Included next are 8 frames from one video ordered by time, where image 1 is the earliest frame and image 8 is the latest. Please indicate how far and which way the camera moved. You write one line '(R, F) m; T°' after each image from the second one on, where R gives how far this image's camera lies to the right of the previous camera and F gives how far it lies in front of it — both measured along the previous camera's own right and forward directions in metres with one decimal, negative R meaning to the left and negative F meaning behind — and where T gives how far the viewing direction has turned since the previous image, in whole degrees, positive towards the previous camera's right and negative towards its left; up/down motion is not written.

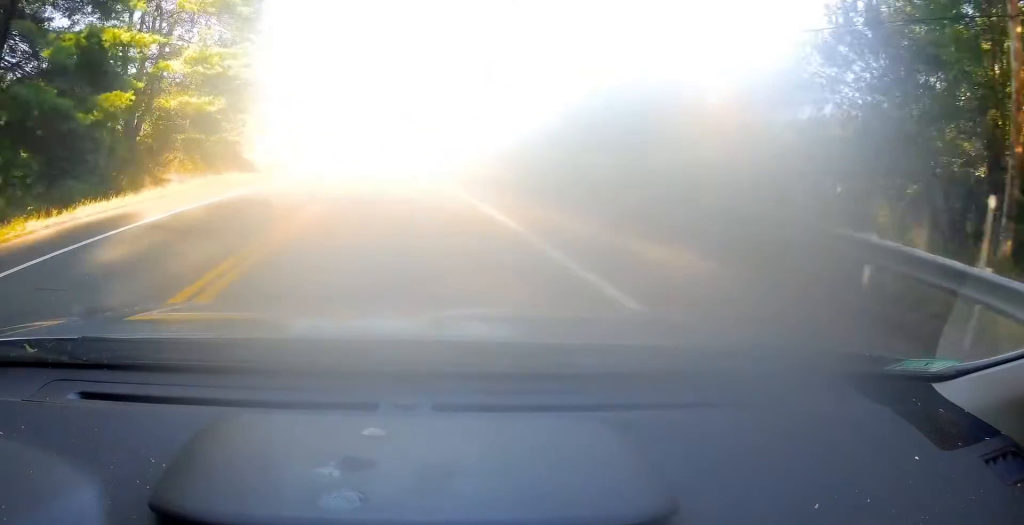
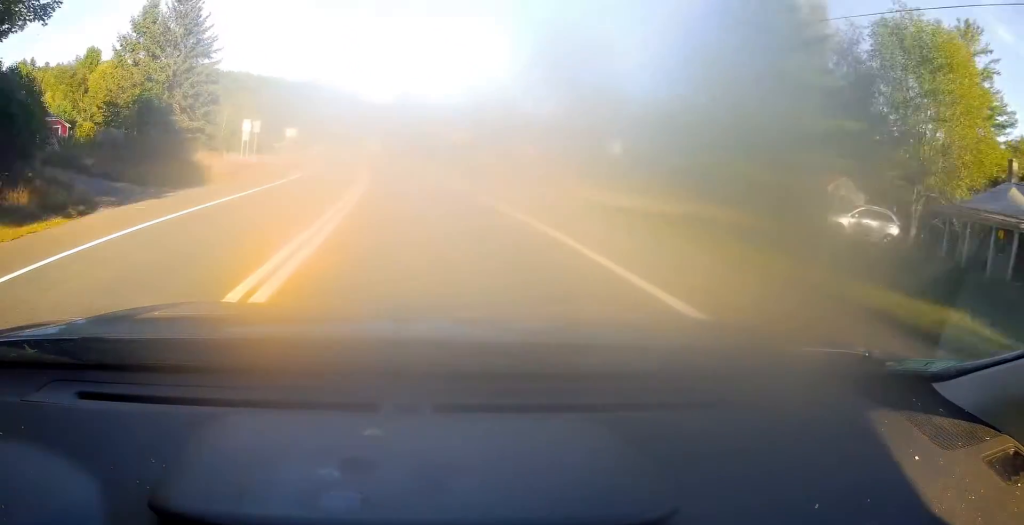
(-1.1, +30.1) m; -6°
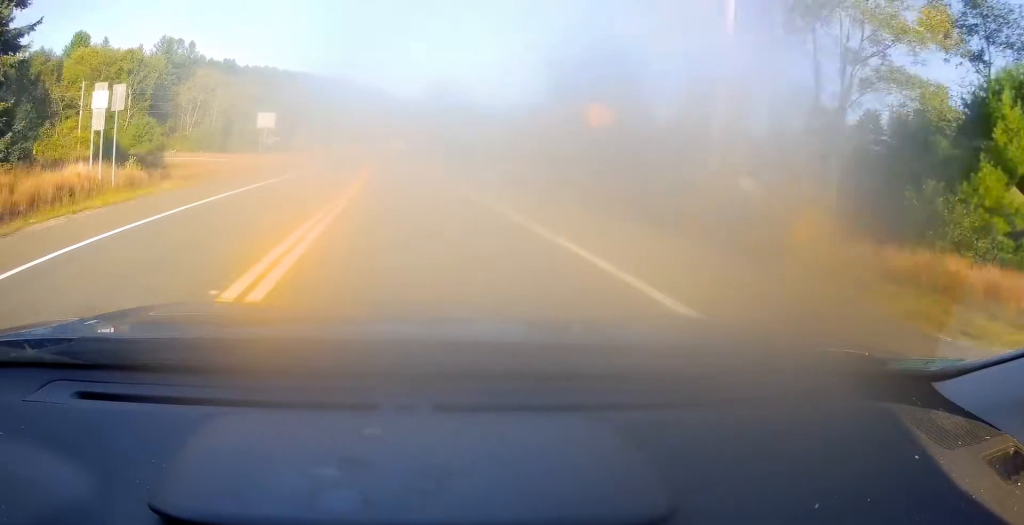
(-1.8, +27.5) m; -6°
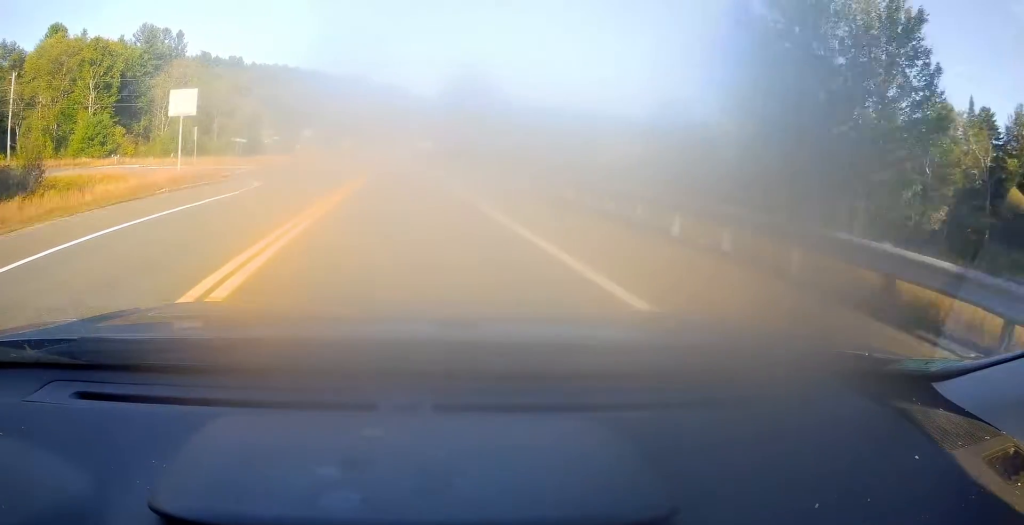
(-0.3, +21.2) m; 0°
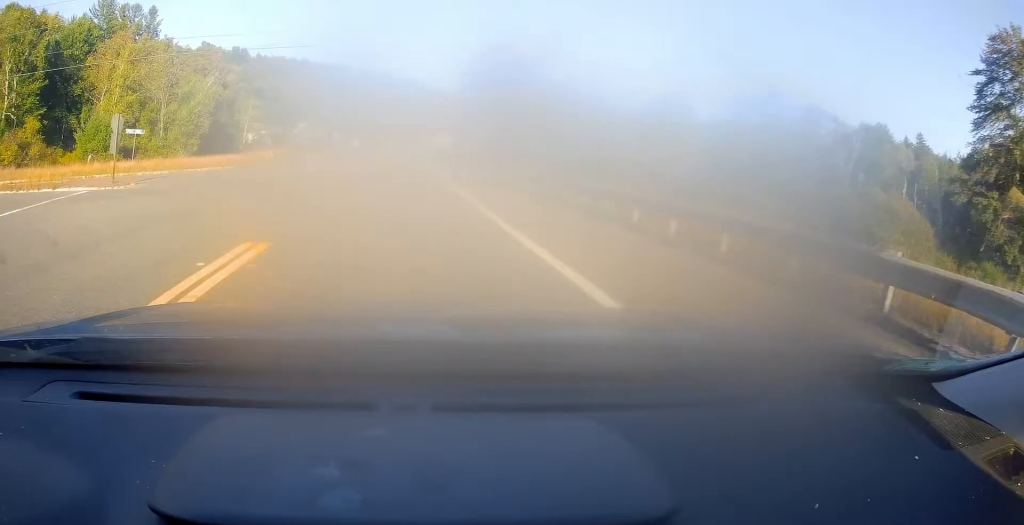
(+0.1, +26.9) m; -1°
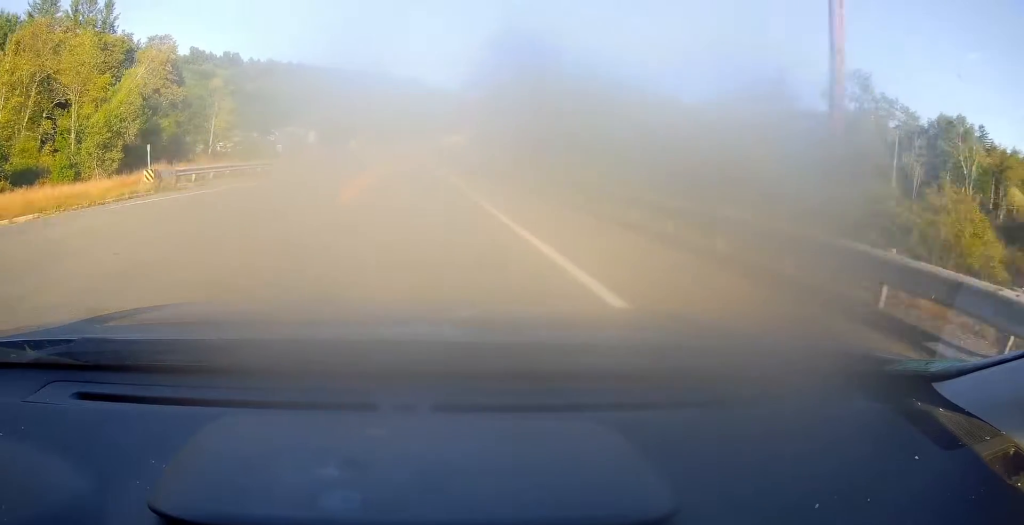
(-0.5, +20.2) m; -1°
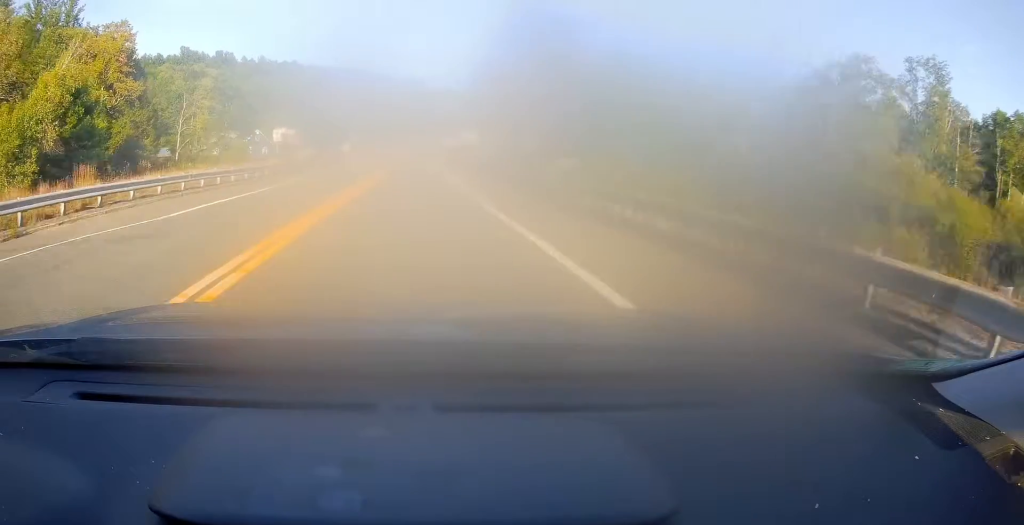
(-0.1, +13.2) m; 0°
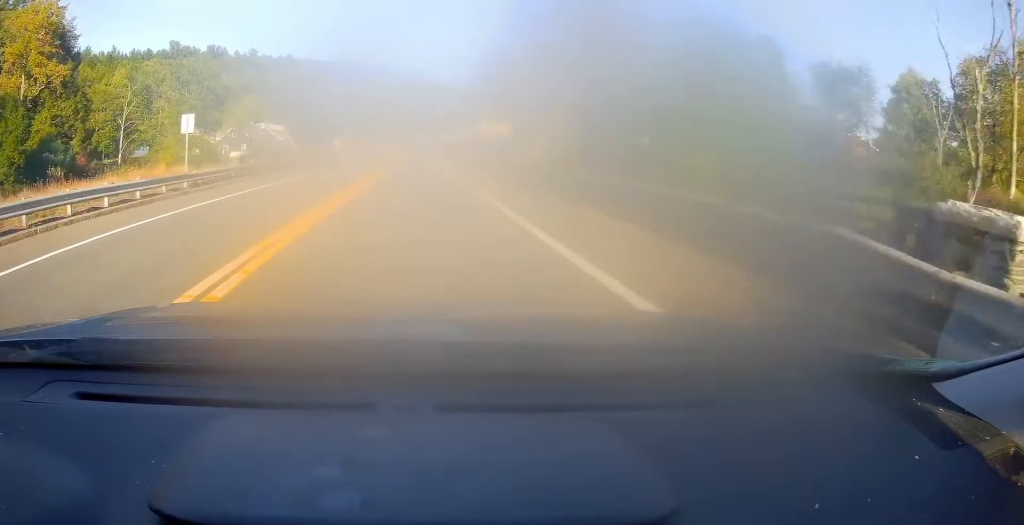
(0.0, +17.2) m; 0°
